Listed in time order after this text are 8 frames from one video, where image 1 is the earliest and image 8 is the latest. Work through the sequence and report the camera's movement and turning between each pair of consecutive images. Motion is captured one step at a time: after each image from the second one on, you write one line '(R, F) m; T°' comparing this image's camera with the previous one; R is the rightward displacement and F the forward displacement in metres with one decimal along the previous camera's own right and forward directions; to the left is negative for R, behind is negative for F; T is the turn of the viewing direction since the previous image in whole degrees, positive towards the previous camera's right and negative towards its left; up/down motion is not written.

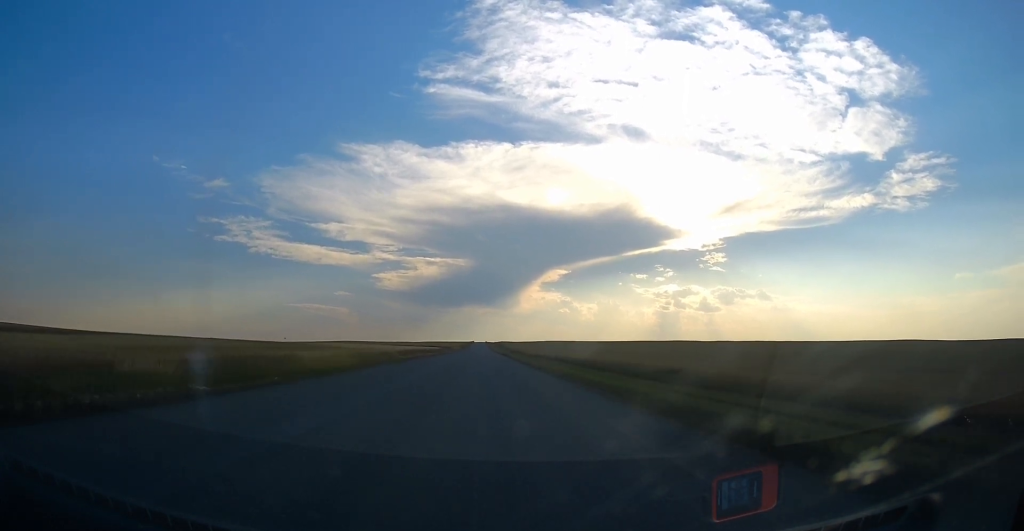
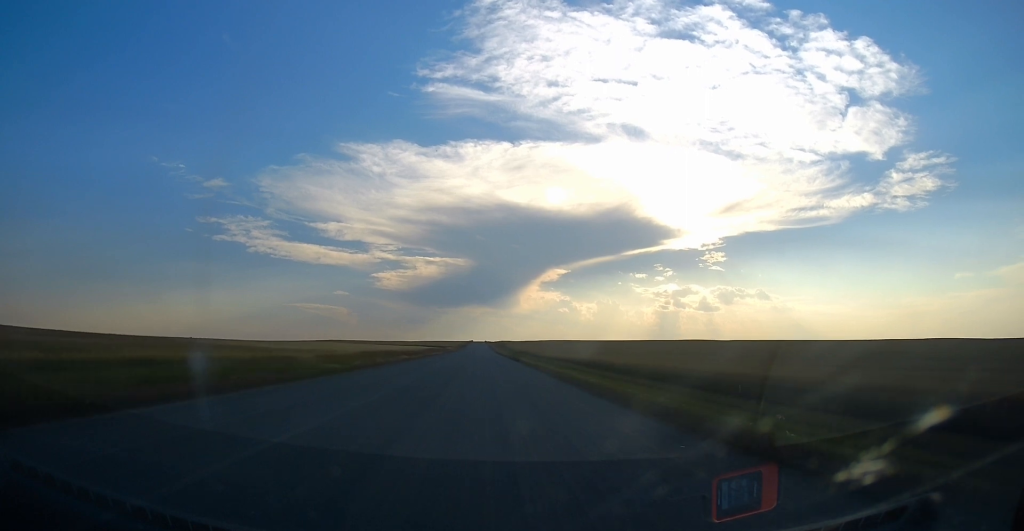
(+0.1, +32.8) m; +2°
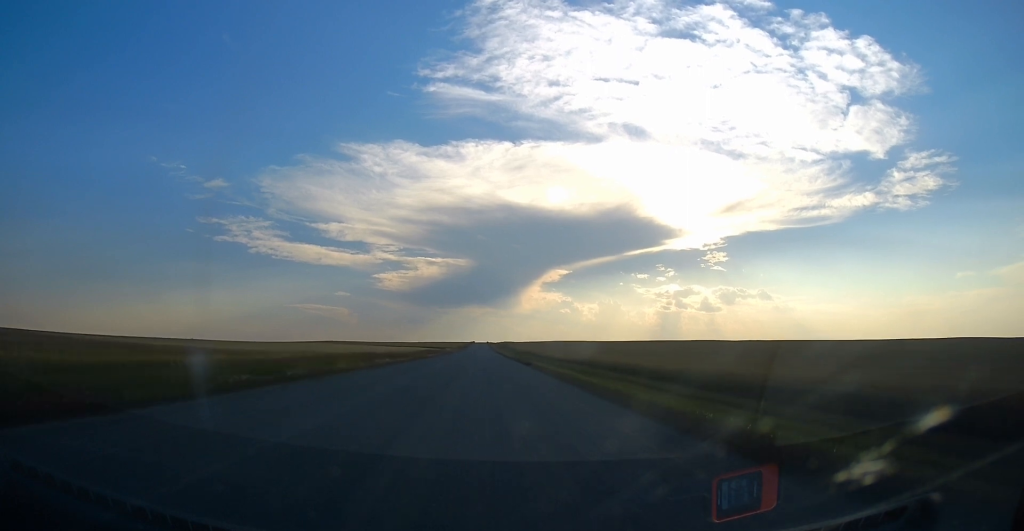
(+0.4, +15.0) m; 0°
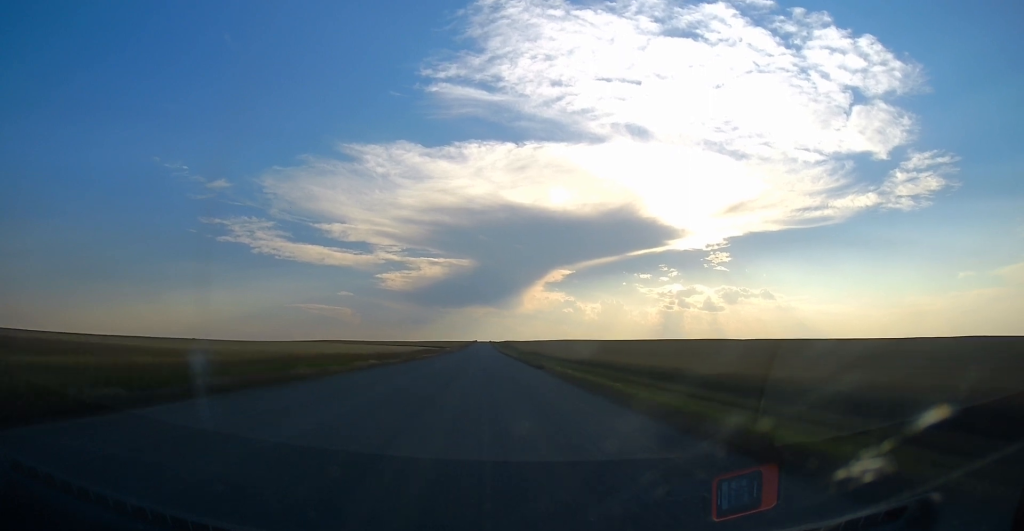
(-0.2, +9.6) m; -1°
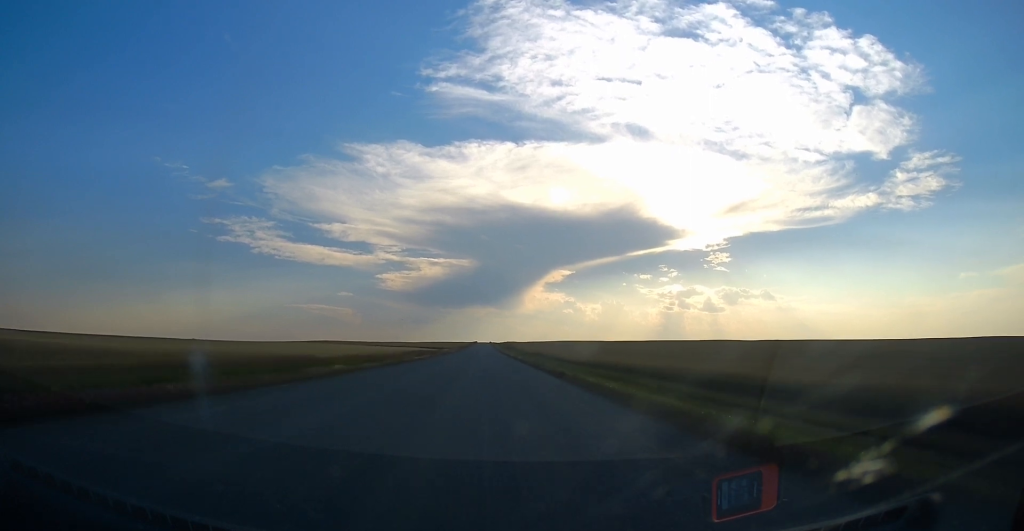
(-0.2, +11.4) m; -1°
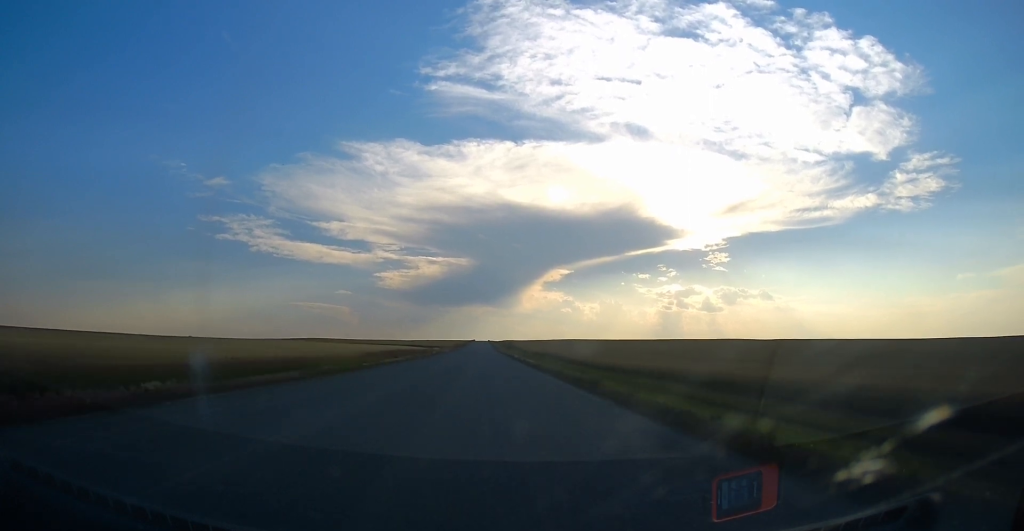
(0.0, +22.2) m; 0°
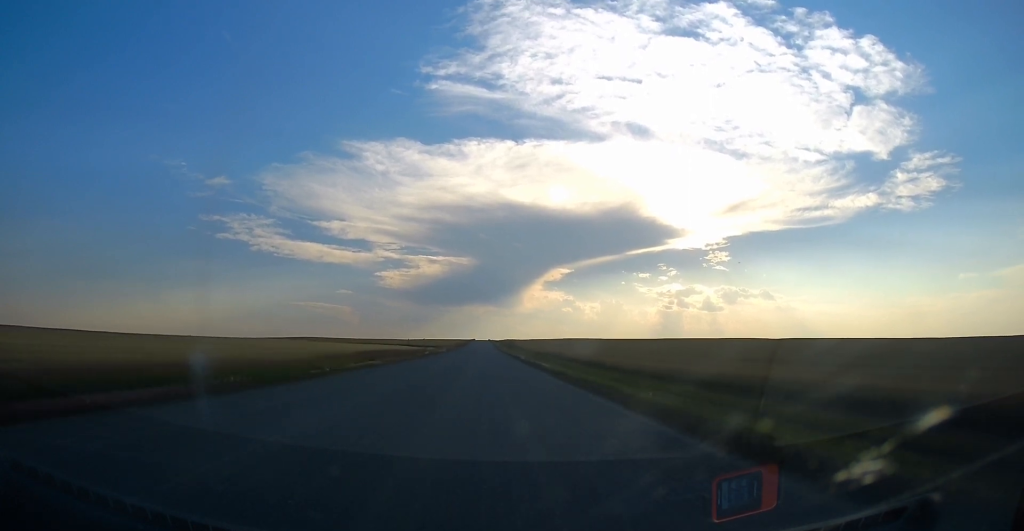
(0.0, +13.8) m; 0°
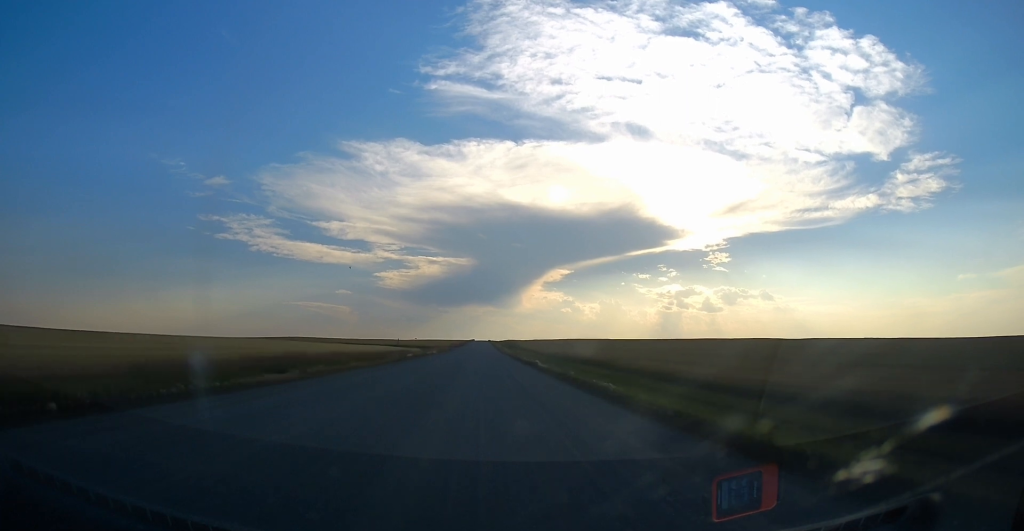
(0.0, +23.2) m; +1°
